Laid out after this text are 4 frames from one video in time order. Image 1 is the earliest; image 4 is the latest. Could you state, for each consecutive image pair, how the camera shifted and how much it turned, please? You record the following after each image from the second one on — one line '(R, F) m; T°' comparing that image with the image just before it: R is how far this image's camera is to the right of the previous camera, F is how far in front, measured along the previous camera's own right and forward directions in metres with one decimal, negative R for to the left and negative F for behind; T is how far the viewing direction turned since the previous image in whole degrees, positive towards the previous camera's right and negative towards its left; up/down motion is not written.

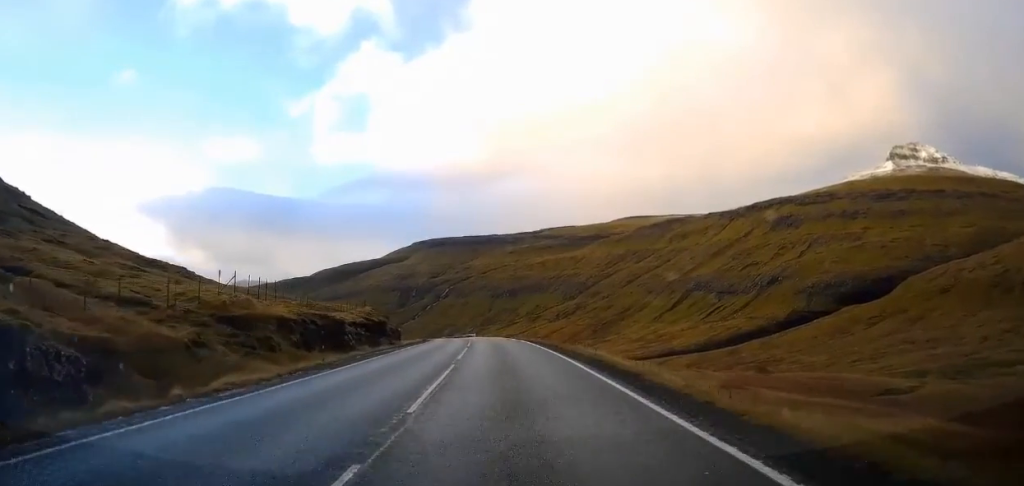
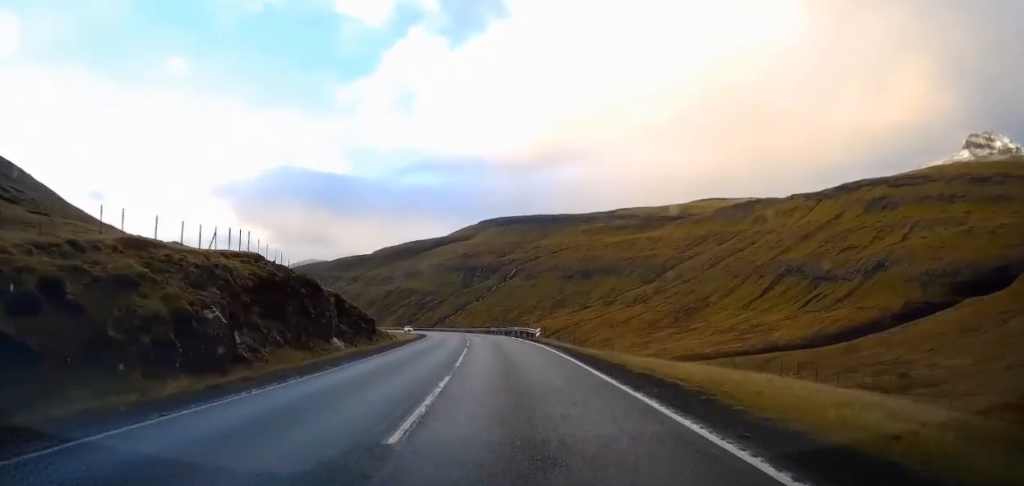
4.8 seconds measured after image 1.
(-1.9, +58.8) m; -4°
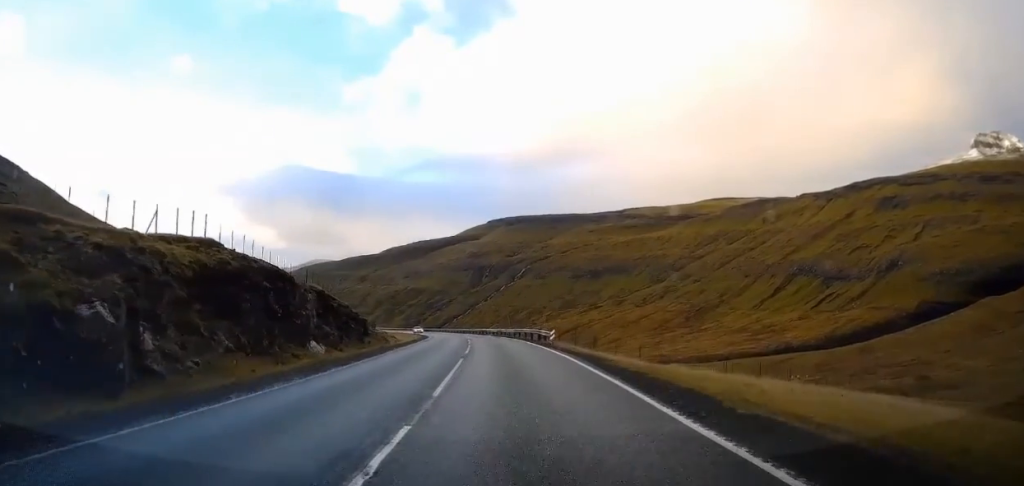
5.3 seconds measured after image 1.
(0.0, +6.3) m; -1°
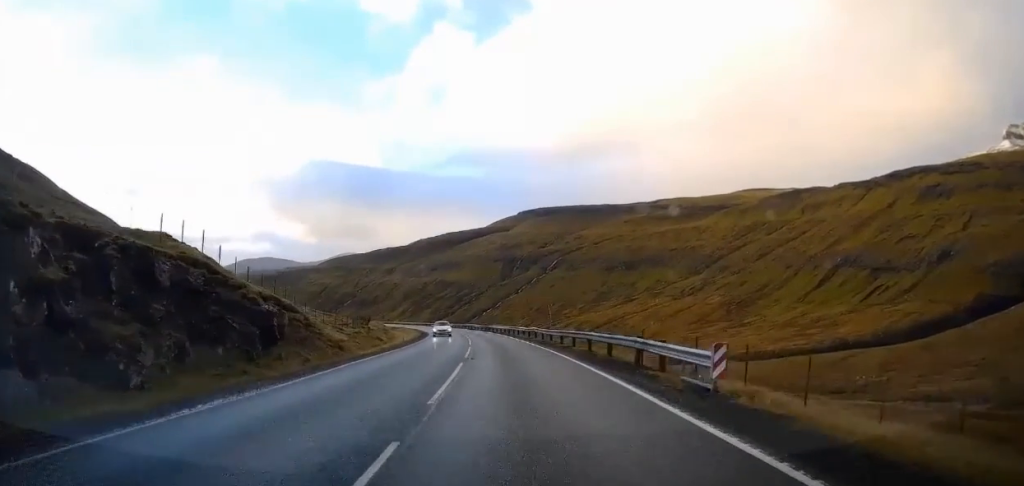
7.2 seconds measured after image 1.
(-1.1, +25.6) m; -4°
